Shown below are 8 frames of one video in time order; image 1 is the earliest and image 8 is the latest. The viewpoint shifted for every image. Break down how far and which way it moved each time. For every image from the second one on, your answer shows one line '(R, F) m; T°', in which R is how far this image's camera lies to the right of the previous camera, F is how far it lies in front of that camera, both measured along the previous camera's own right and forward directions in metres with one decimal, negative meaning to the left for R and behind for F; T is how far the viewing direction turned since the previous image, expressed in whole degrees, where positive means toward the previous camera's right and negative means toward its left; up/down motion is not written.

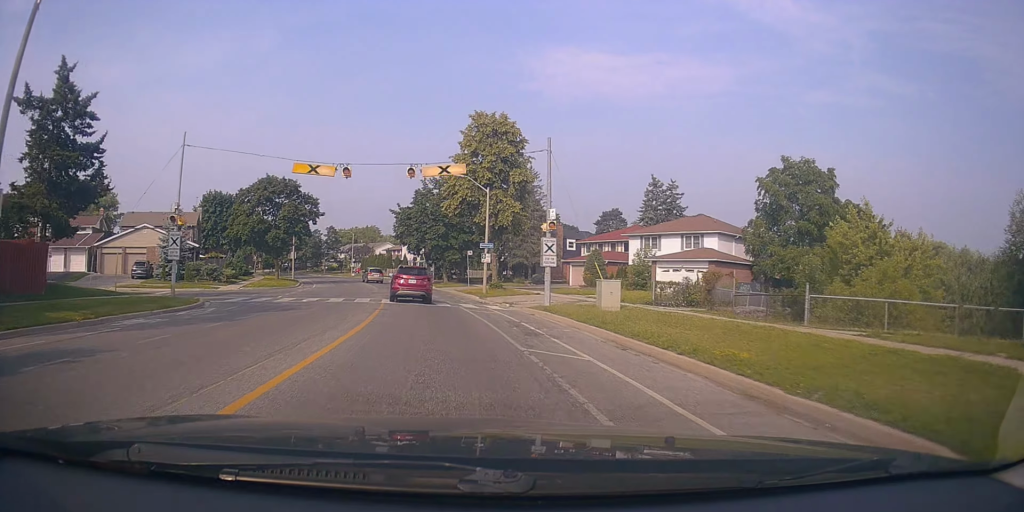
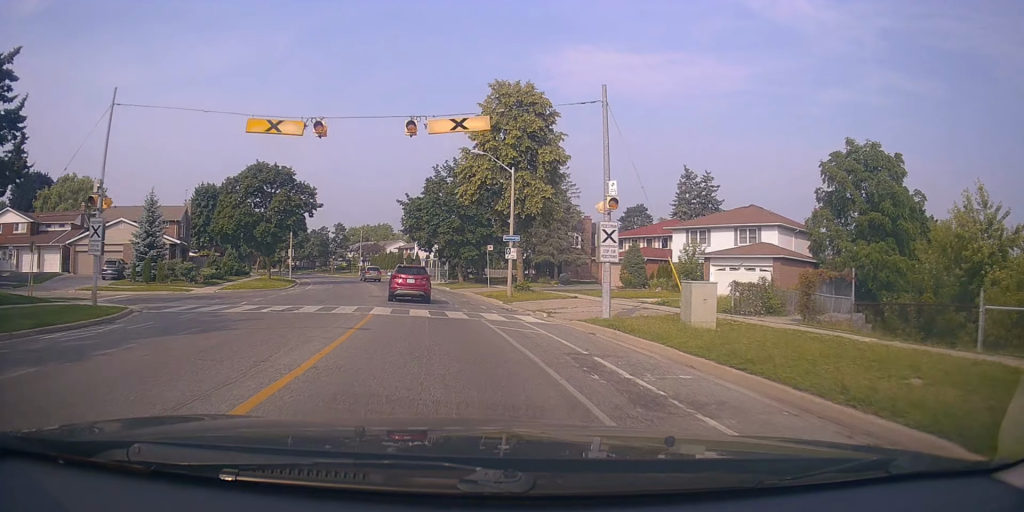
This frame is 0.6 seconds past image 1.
(-0.7, +7.2) m; -3°
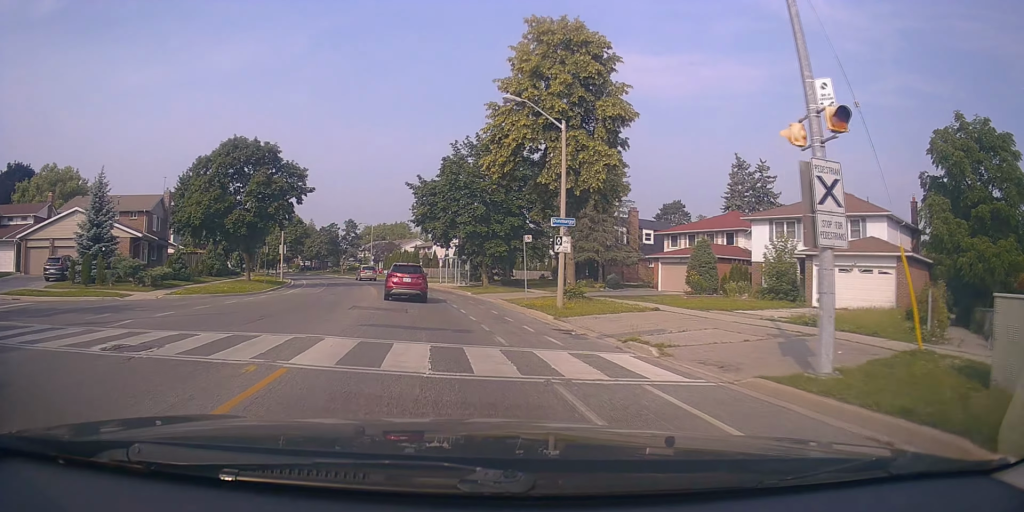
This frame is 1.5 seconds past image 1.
(-0.3, +10.0) m; -3°
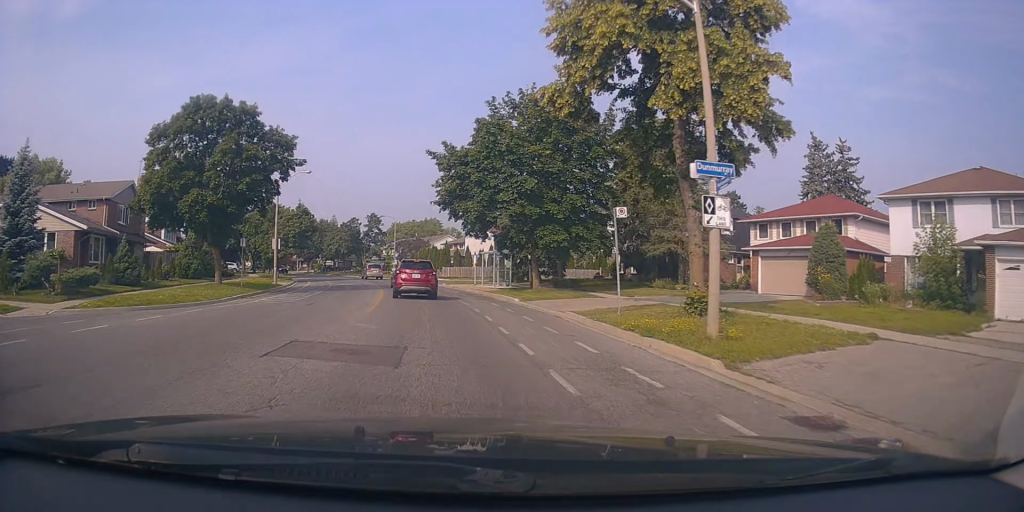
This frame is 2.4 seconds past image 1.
(-0.2, +10.7) m; -2°
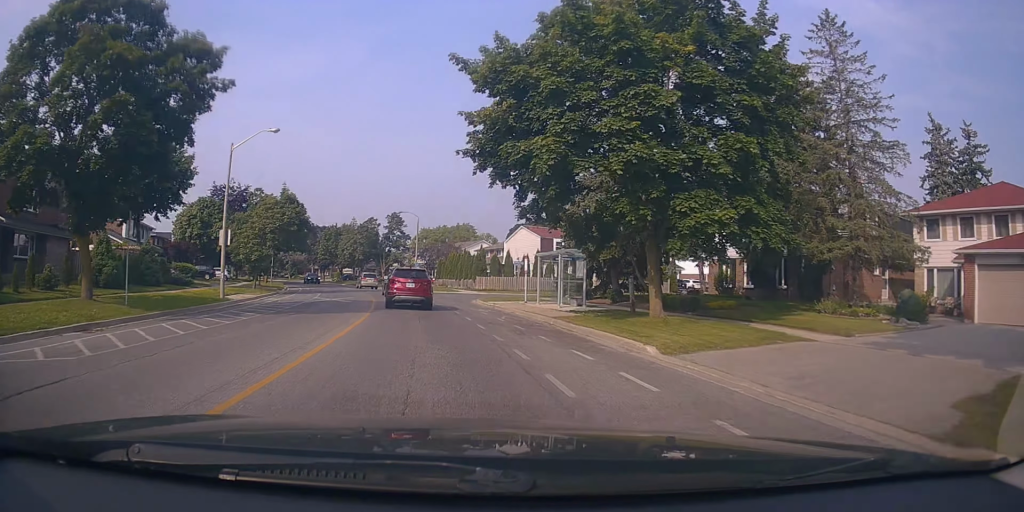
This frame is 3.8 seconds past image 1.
(-0.3, +15.0) m; -4°
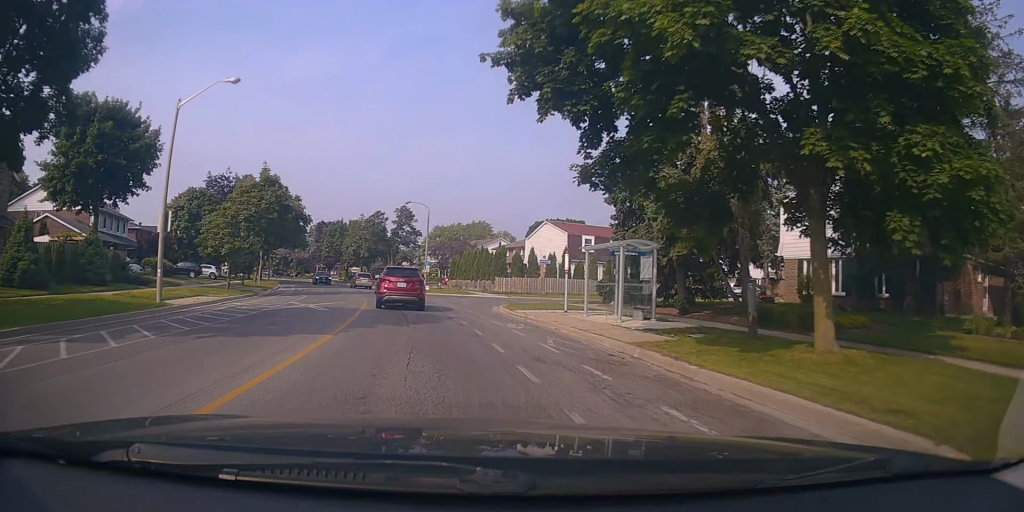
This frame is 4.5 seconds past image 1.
(-0.3, +7.7) m; -1°
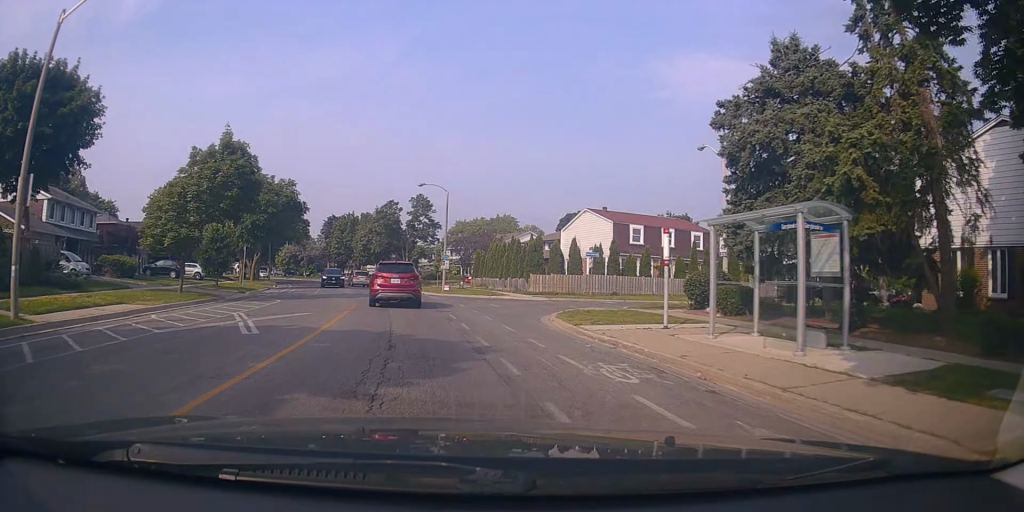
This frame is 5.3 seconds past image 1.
(-0.2, +9.1) m; -1°
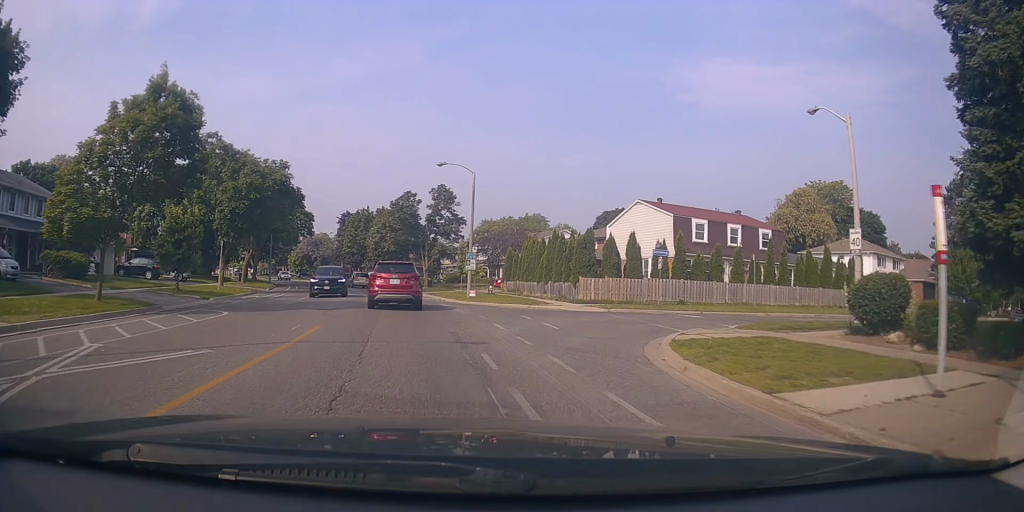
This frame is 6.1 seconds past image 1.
(+0.5, +8.6) m; -3°
